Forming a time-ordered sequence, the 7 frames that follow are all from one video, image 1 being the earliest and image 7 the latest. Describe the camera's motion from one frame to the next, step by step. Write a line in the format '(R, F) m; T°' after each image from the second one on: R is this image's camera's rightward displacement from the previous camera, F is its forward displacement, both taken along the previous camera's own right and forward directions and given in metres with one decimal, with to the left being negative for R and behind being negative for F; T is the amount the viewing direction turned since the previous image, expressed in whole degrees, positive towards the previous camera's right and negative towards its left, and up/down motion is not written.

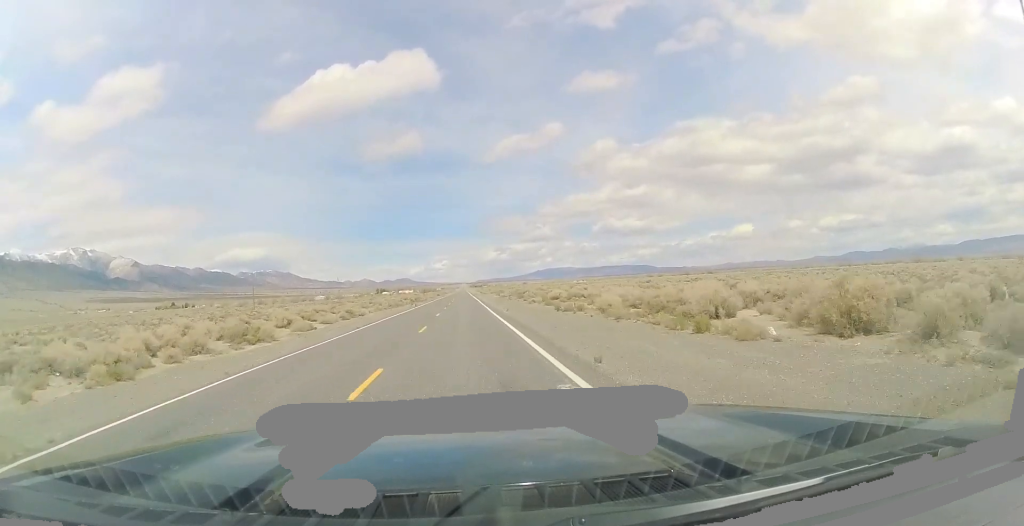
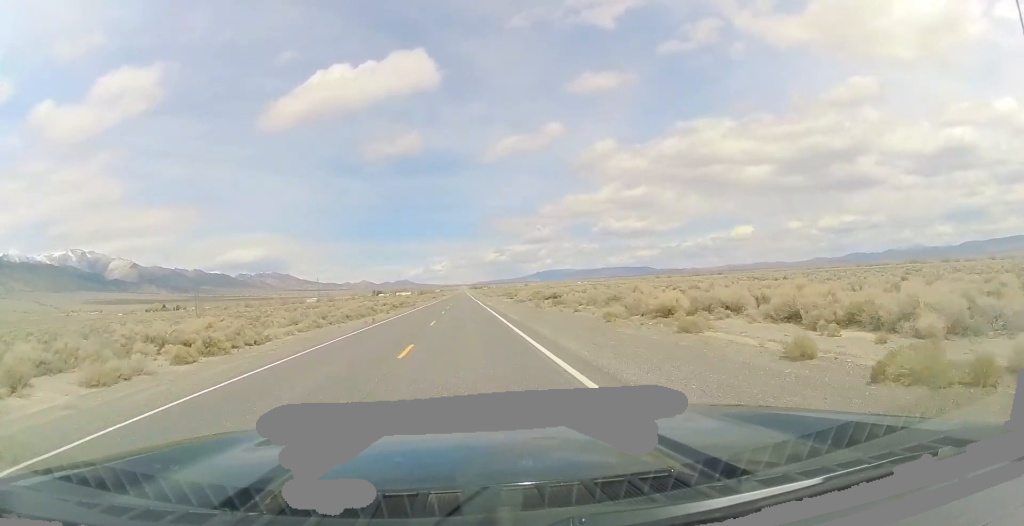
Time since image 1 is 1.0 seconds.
(-0.3, +35.3) m; 0°
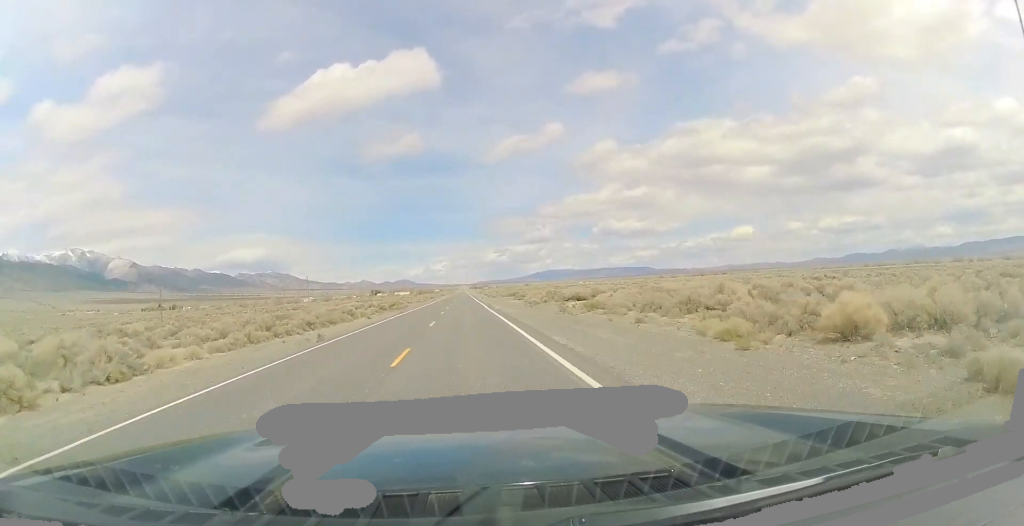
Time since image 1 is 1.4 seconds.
(-0.1, +15.4) m; 0°
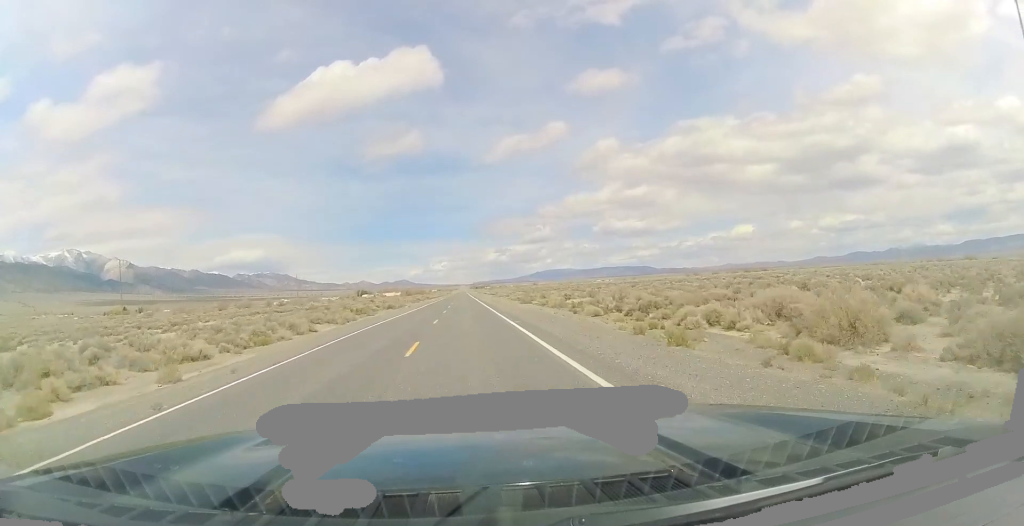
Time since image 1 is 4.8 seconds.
(+1.3, +120.9) m; +1°
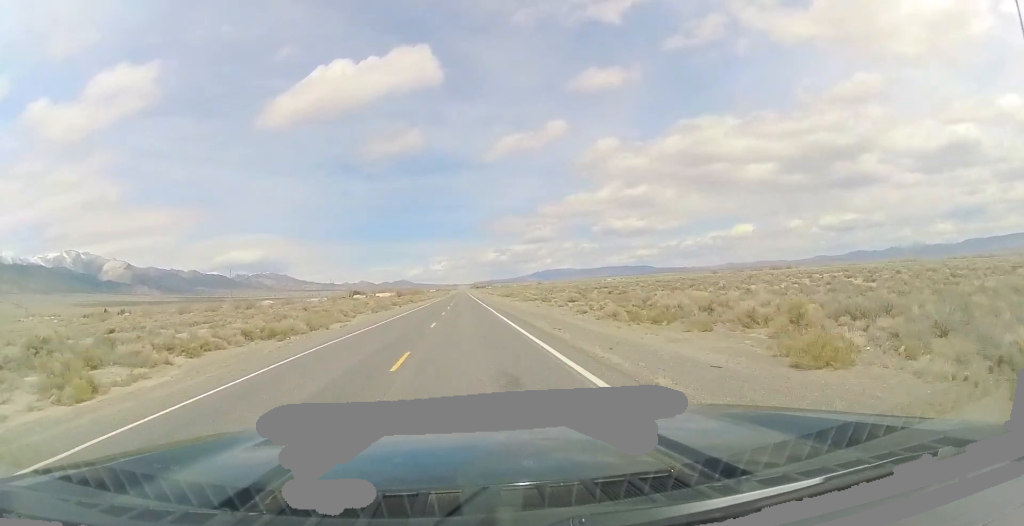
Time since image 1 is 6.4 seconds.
(+0.7, +57.4) m; 0°
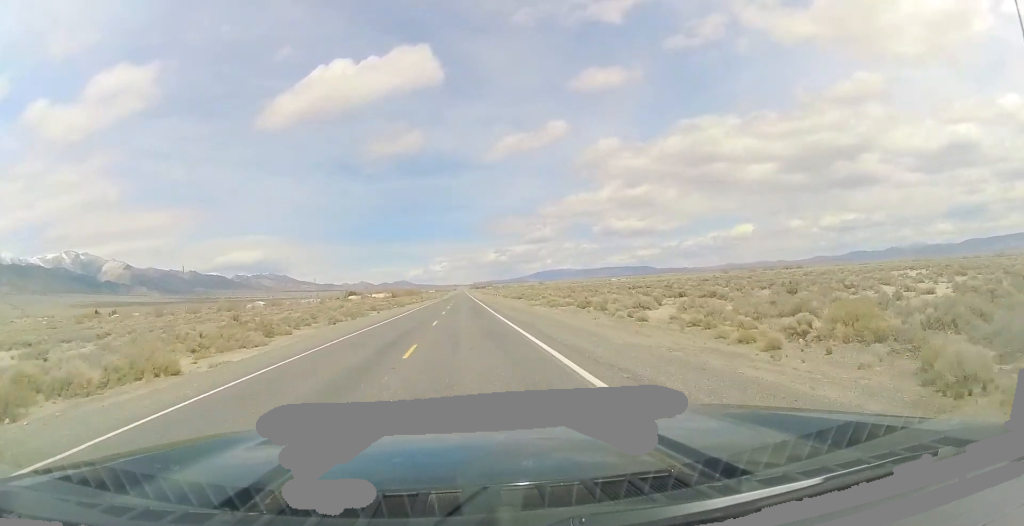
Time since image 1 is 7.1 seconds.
(-0.6, +25.2) m; 0°
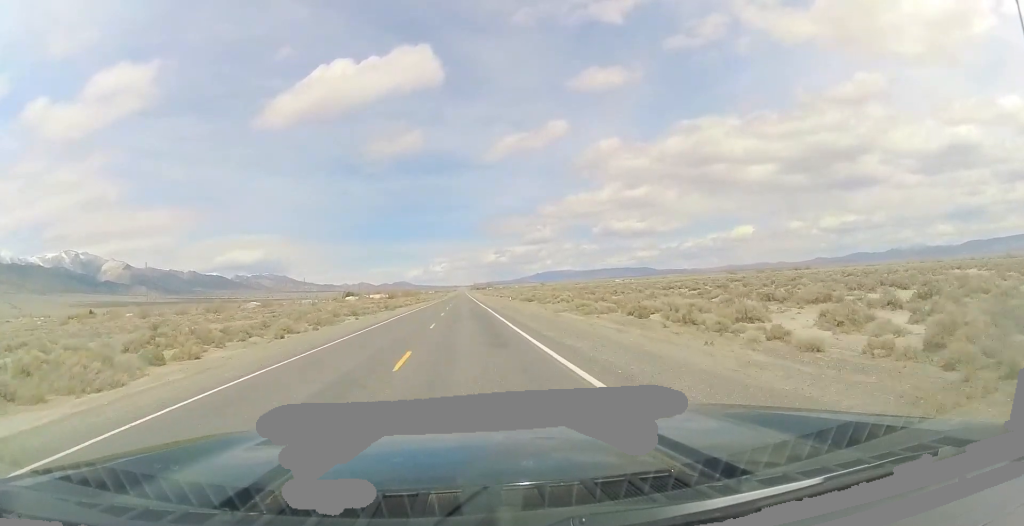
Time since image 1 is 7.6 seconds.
(0.0, +15.5) m; 0°
